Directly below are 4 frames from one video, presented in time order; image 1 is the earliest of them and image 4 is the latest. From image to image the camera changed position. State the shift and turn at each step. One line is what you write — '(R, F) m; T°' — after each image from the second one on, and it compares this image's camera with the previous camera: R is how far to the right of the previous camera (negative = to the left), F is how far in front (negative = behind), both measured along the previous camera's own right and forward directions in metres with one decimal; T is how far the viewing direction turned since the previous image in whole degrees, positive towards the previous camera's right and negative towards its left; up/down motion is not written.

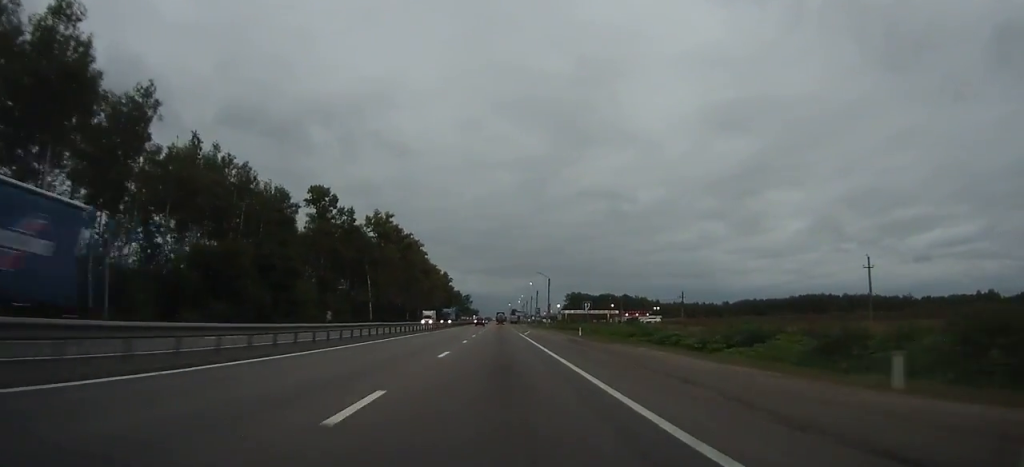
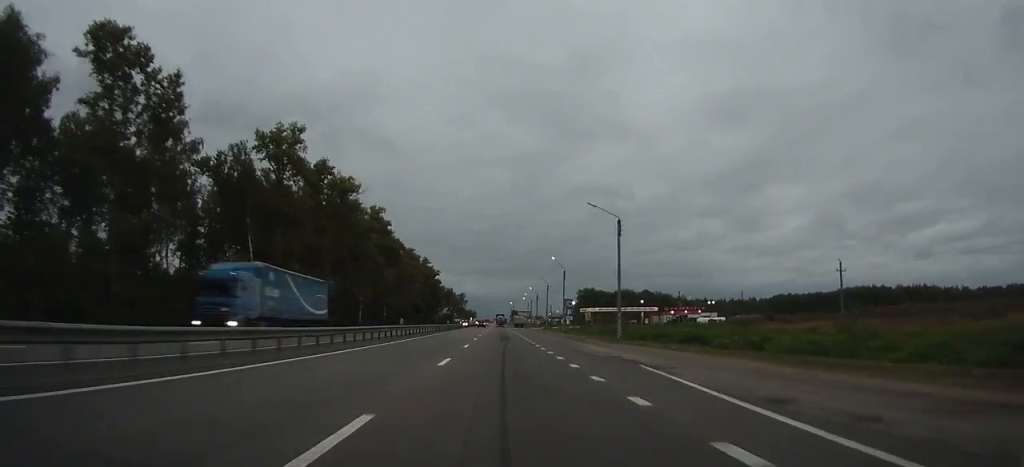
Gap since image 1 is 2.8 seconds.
(-0.7, +62.3) m; -1°
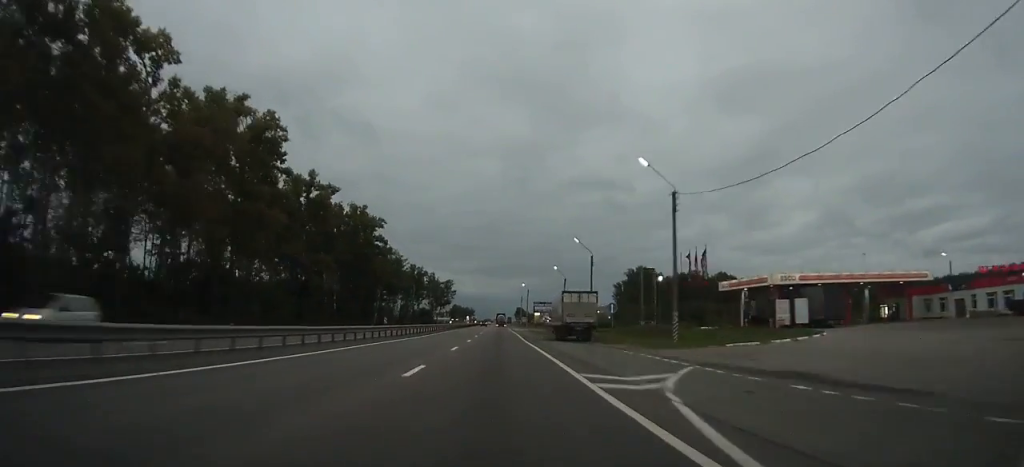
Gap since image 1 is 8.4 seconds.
(+1.4, +124.1) m; +1°
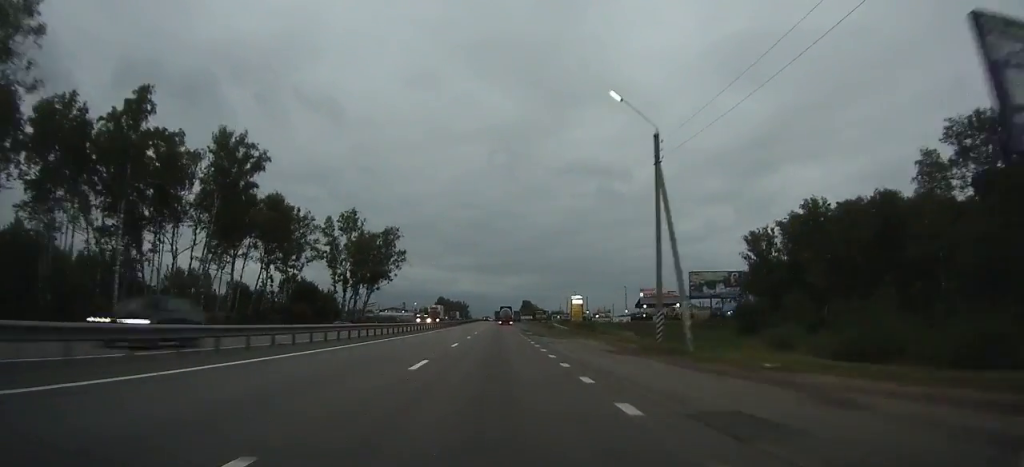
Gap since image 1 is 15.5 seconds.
(-0.5, +154.2) m; 0°
